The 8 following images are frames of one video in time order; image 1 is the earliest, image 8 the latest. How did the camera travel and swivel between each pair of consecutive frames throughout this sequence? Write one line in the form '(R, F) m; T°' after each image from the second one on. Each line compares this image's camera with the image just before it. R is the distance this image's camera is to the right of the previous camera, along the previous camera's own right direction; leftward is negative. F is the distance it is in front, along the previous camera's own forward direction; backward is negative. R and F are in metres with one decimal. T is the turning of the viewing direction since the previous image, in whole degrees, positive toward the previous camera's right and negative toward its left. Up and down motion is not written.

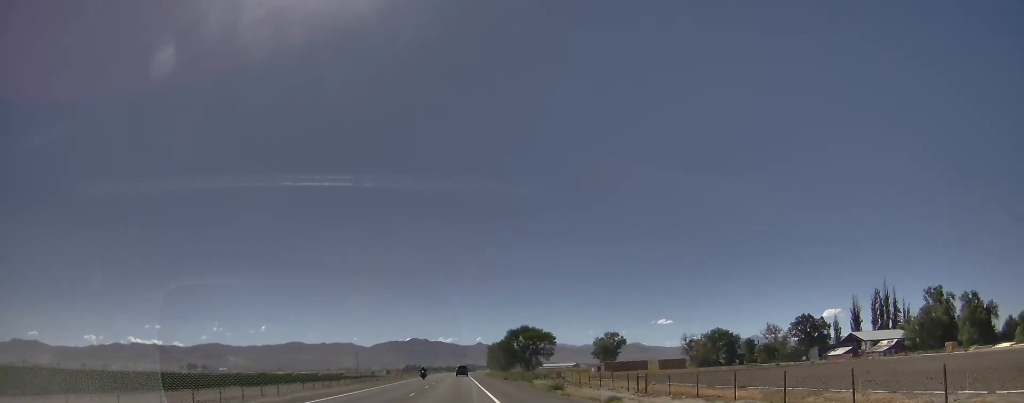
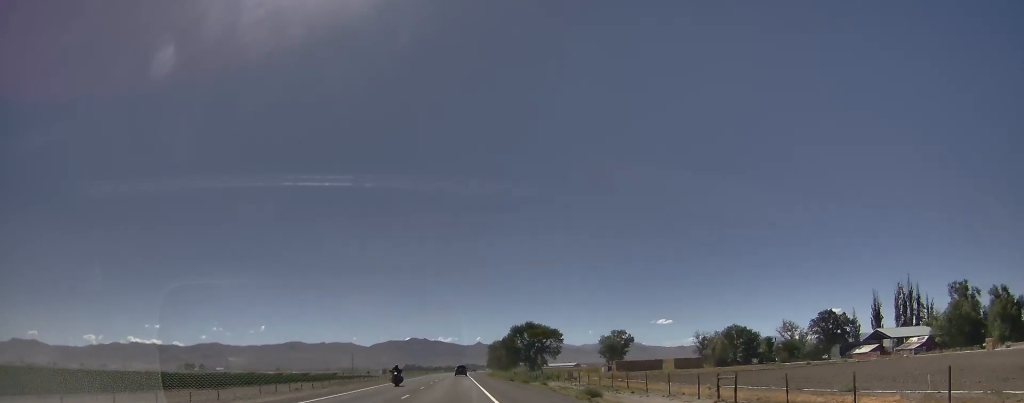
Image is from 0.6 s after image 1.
(0.0, +15.2) m; 0°
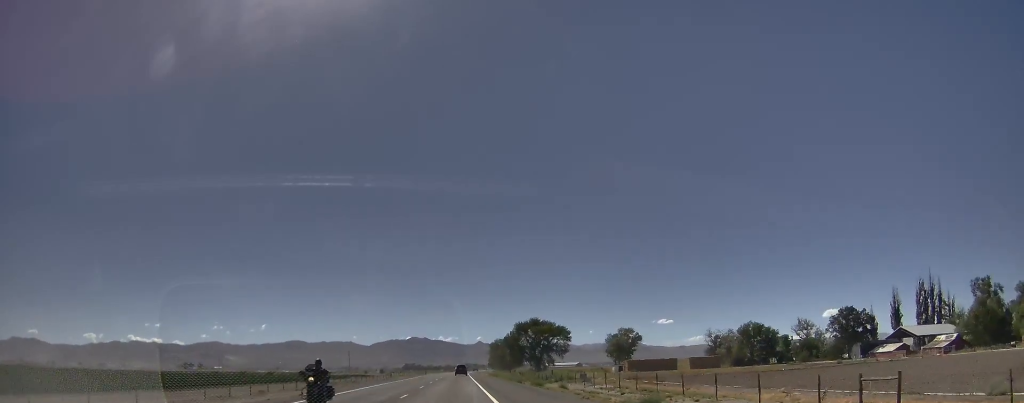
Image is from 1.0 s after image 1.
(-0.3, +12.5) m; +1°
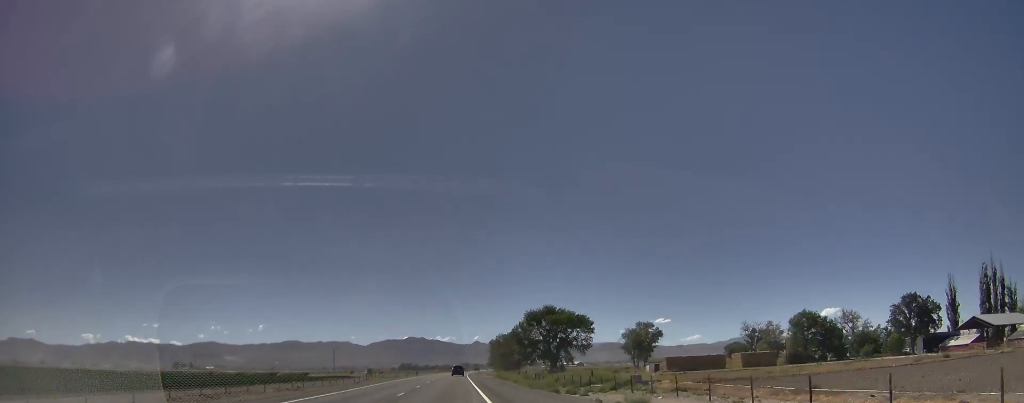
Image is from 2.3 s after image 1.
(+0.9, +35.0) m; 0°
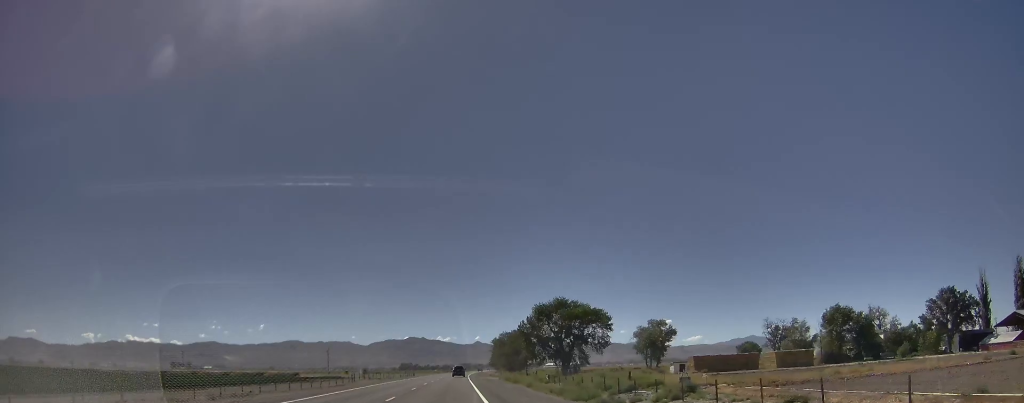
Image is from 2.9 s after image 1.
(-0.6, +16.0) m; -1°
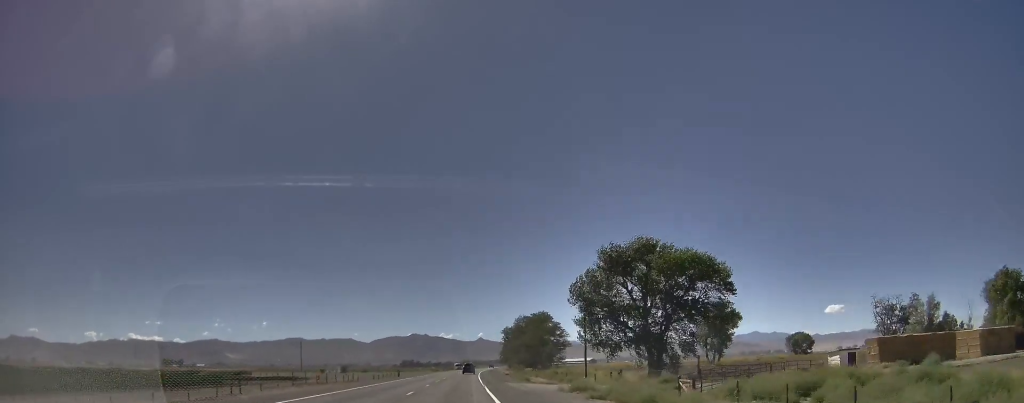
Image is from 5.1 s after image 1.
(+1.1, +56.5) m; +2°
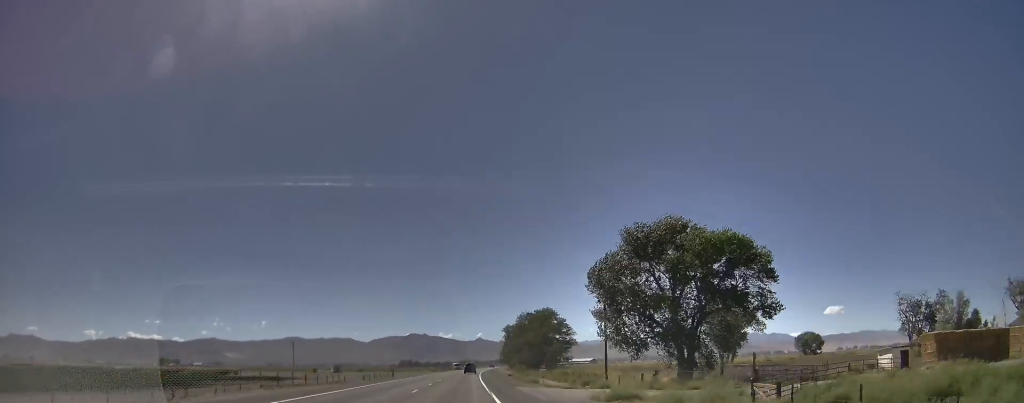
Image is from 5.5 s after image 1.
(-0.1, +10.1) m; 0°
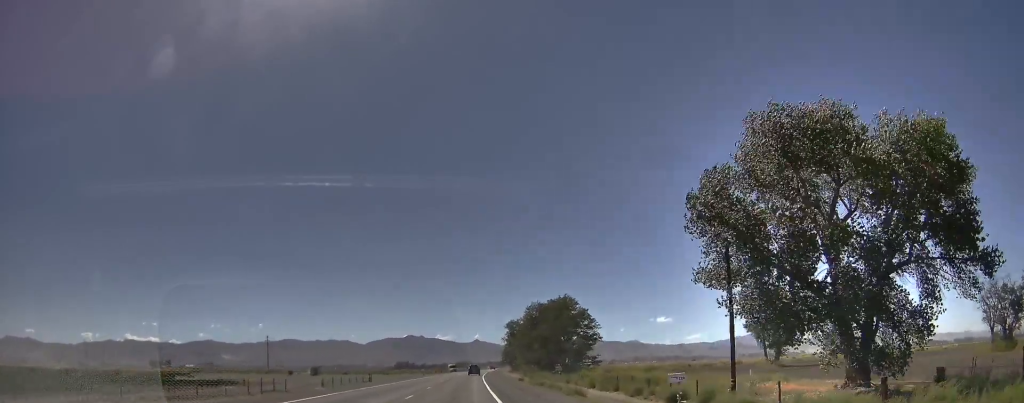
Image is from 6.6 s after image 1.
(-0.7, +28.7) m; -1°
